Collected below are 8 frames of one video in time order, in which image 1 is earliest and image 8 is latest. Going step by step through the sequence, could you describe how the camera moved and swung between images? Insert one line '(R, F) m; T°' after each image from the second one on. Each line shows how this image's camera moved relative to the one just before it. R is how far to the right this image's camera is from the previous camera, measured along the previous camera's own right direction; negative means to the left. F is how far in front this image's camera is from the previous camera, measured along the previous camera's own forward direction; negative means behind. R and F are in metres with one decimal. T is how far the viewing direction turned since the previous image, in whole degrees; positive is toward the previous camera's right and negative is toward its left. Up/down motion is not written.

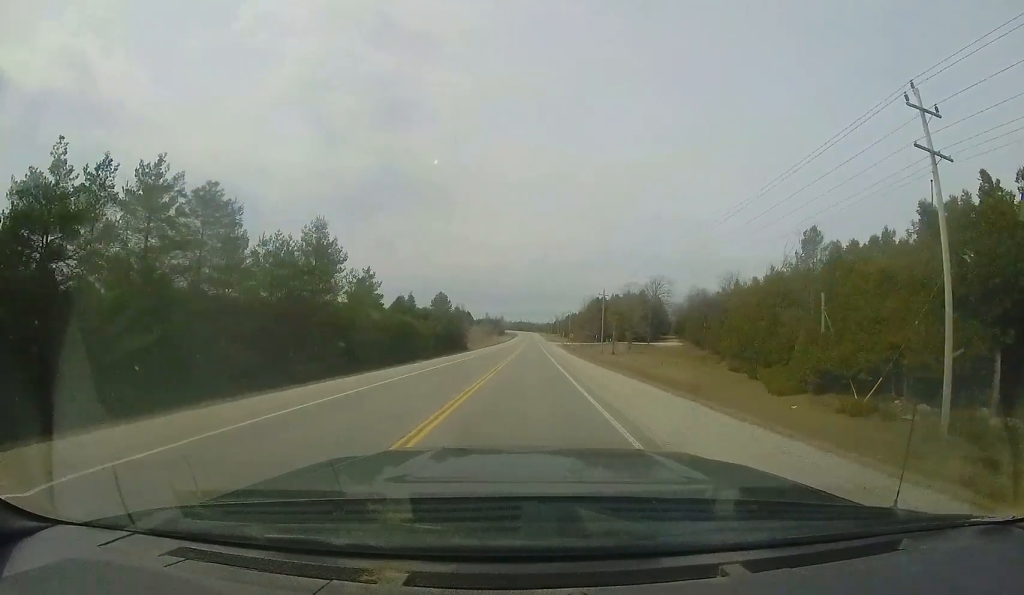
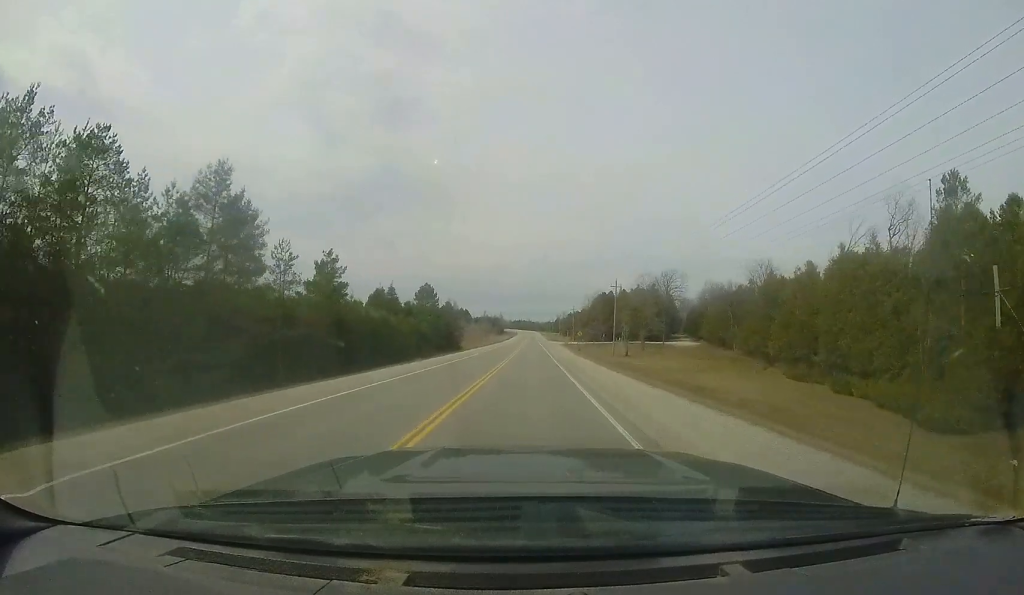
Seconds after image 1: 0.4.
(0.0, +11.5) m; 0°
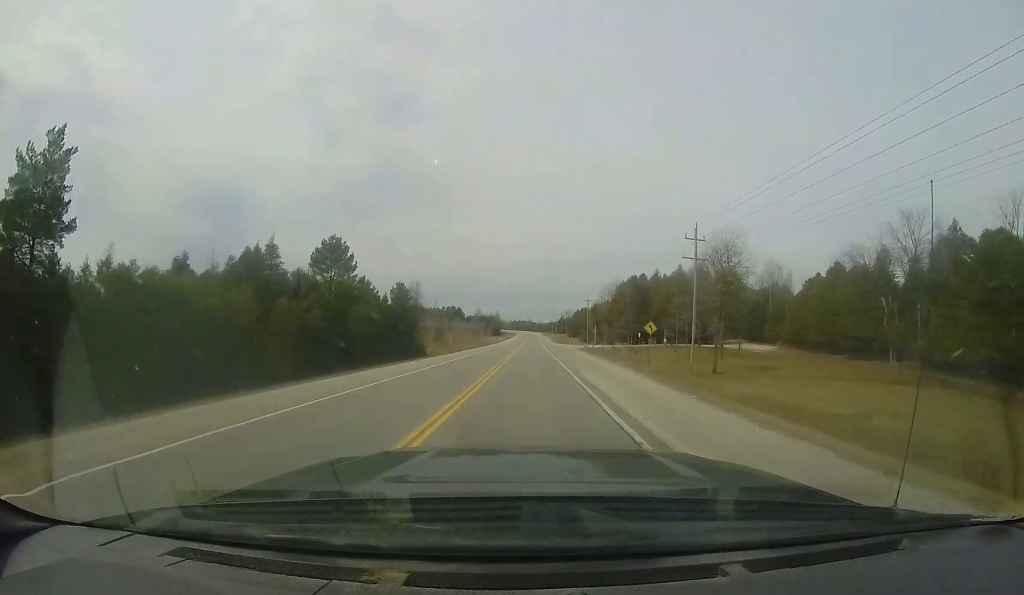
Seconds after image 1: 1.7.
(-0.1, +33.9) m; 0°
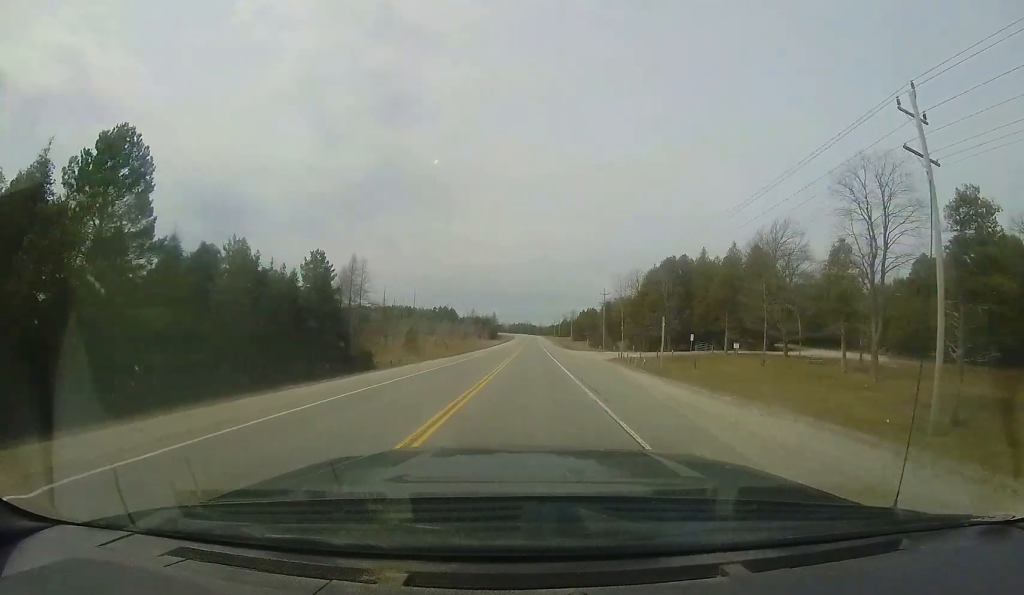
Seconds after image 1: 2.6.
(+0.1, +23.4) m; 0°
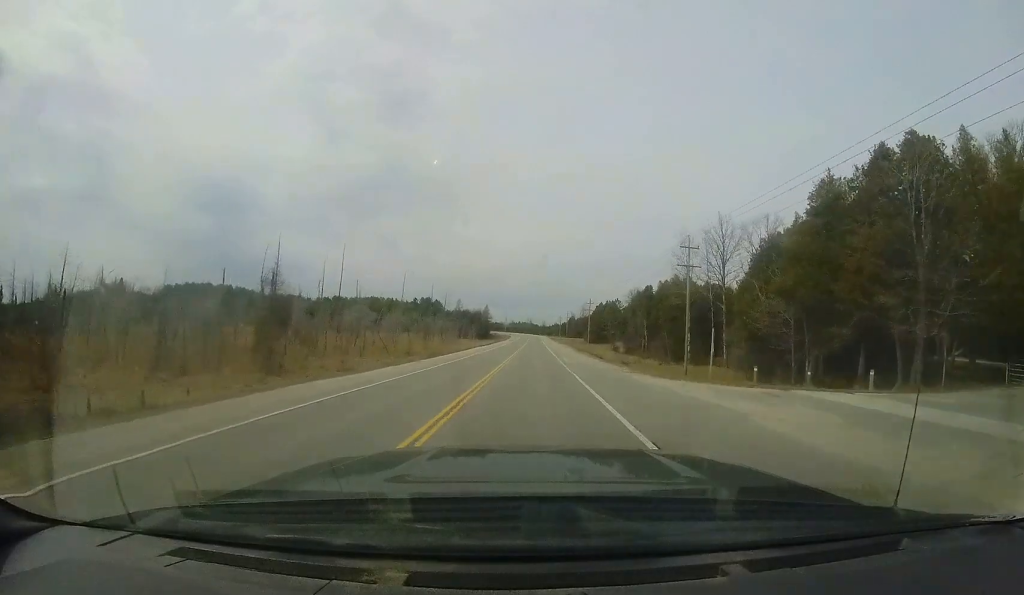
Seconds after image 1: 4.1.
(-0.7, +42.8) m; -1°
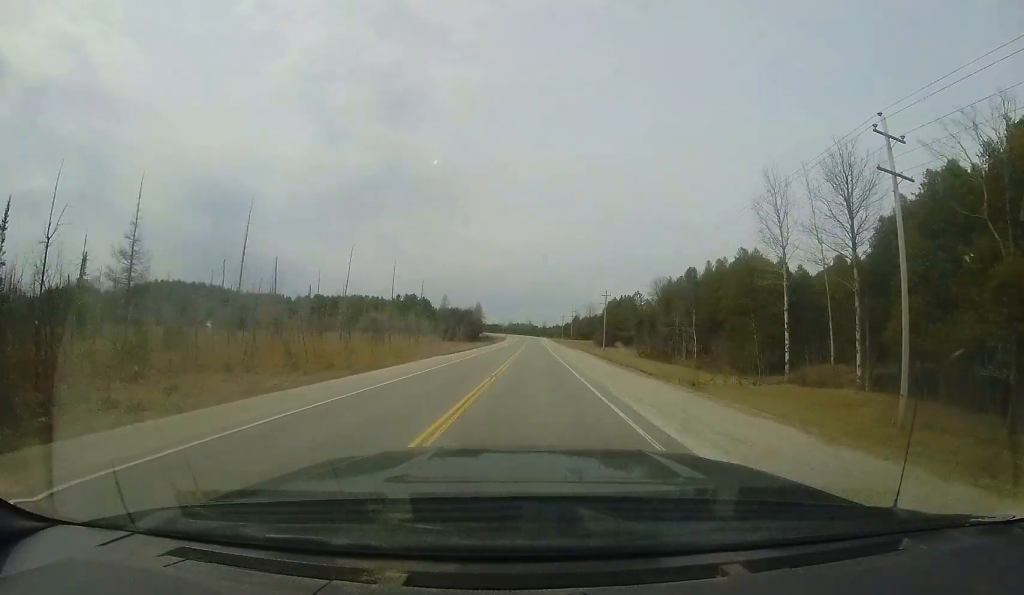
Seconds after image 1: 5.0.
(+0.5, +23.9) m; +1°
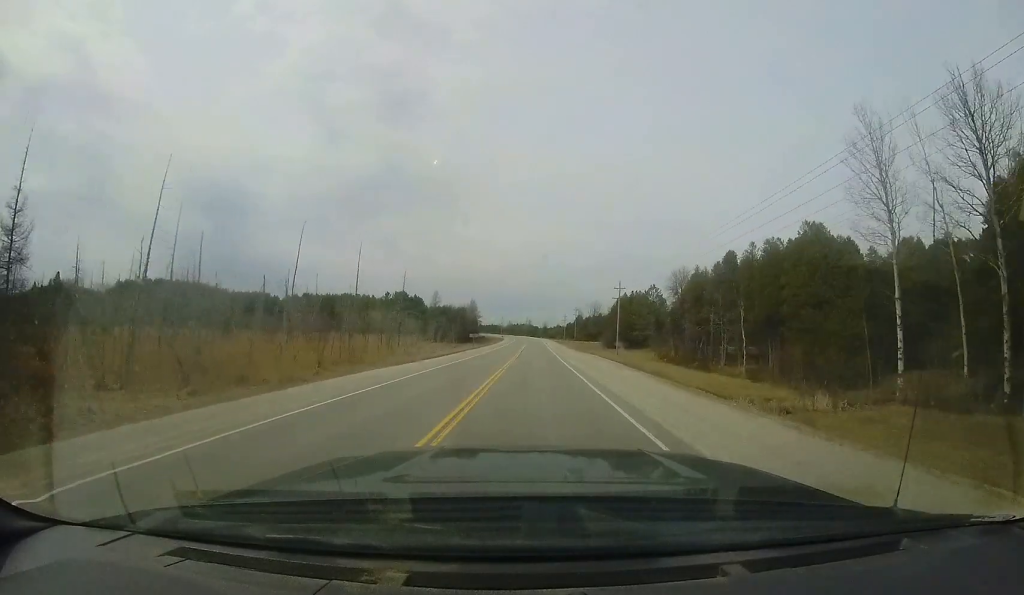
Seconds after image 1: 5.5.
(0.0, +12.9) m; 0°
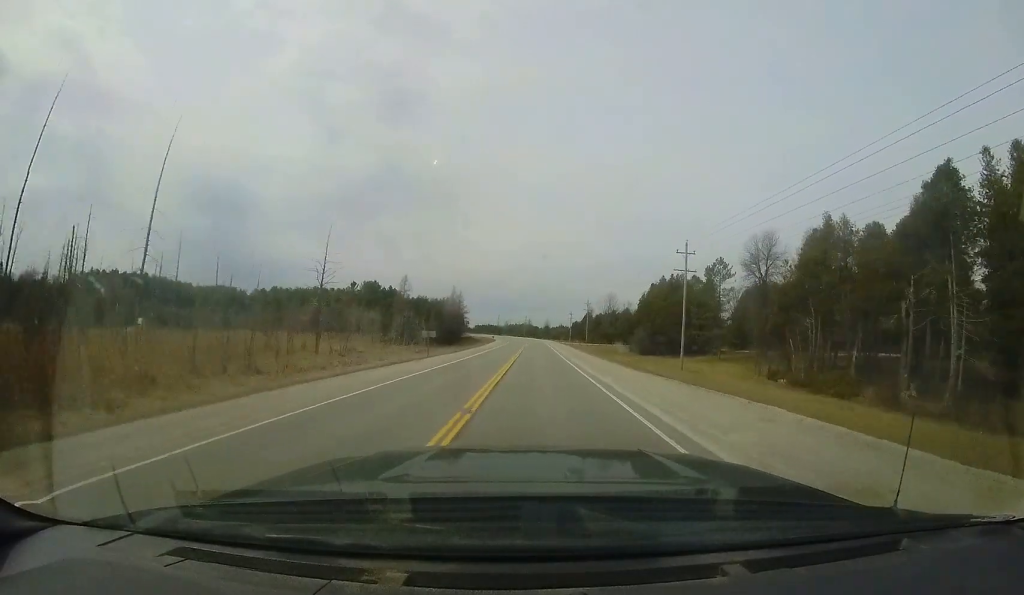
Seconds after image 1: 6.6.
(-0.4, +30.5) m; -1°
